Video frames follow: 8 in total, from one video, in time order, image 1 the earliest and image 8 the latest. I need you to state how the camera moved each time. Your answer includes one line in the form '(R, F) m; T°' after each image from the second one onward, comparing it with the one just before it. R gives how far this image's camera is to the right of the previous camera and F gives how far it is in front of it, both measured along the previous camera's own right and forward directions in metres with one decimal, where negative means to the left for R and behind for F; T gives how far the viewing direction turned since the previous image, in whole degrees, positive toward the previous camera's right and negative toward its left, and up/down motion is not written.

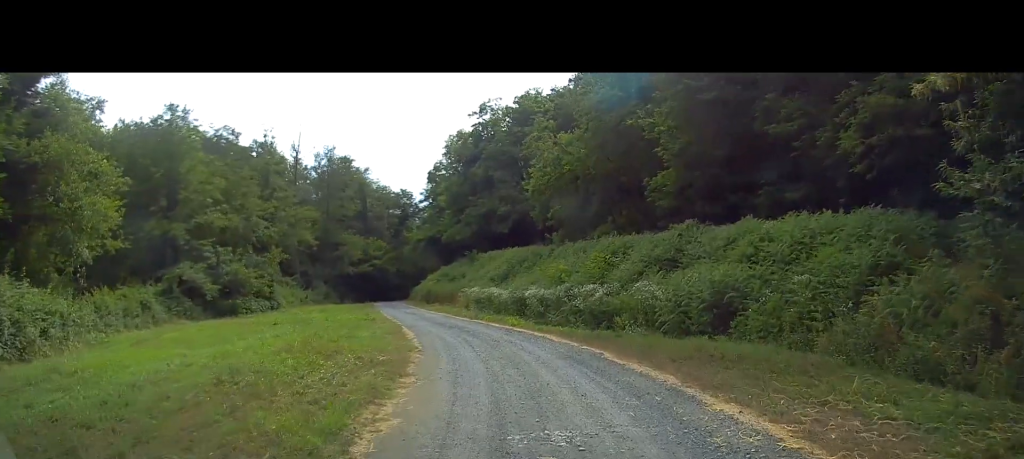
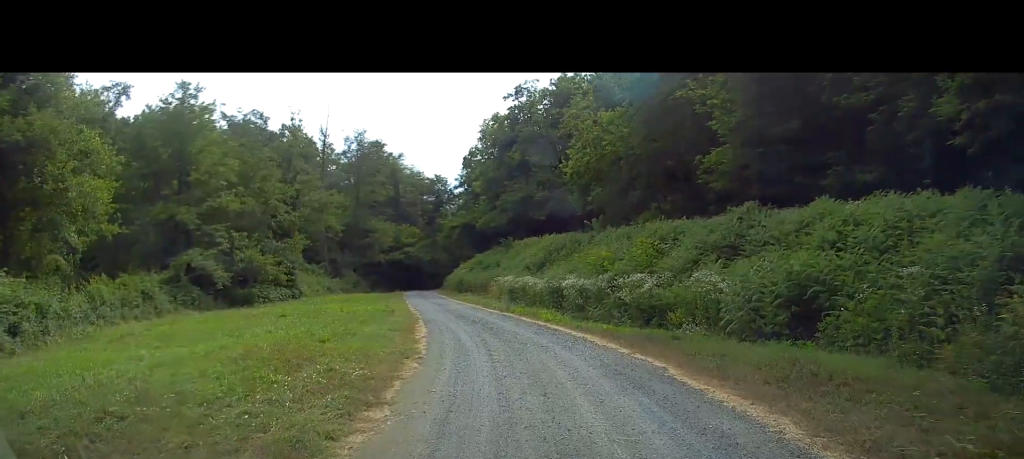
(0.0, +3.4) m; -2°
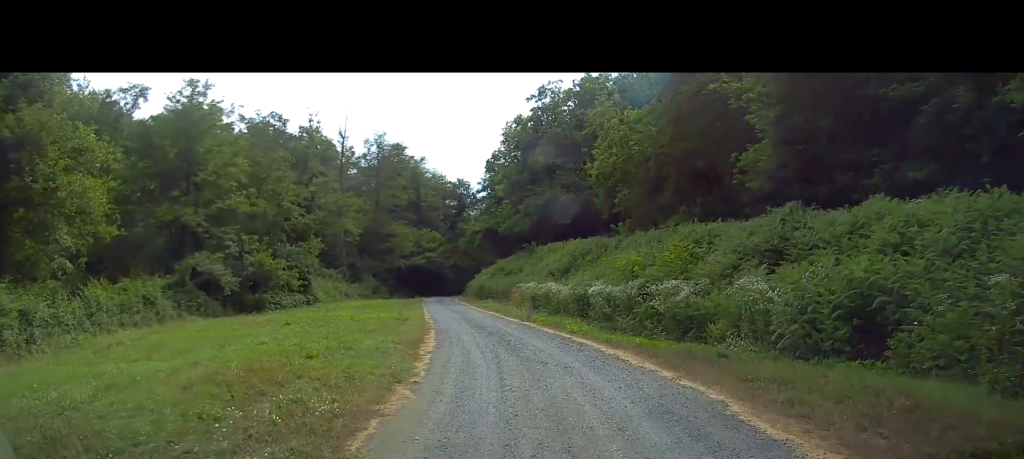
(+0.1, +2.1) m; -3°
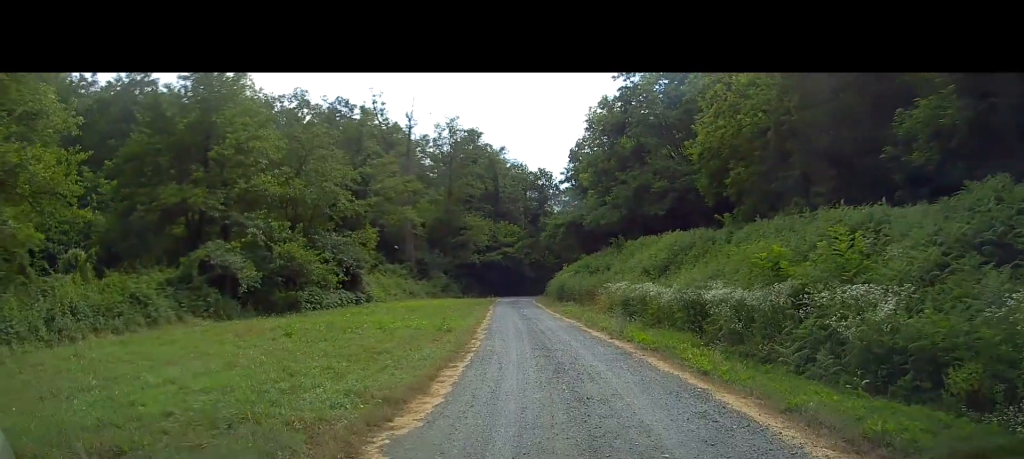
(-1.0, +7.9) m; -13°
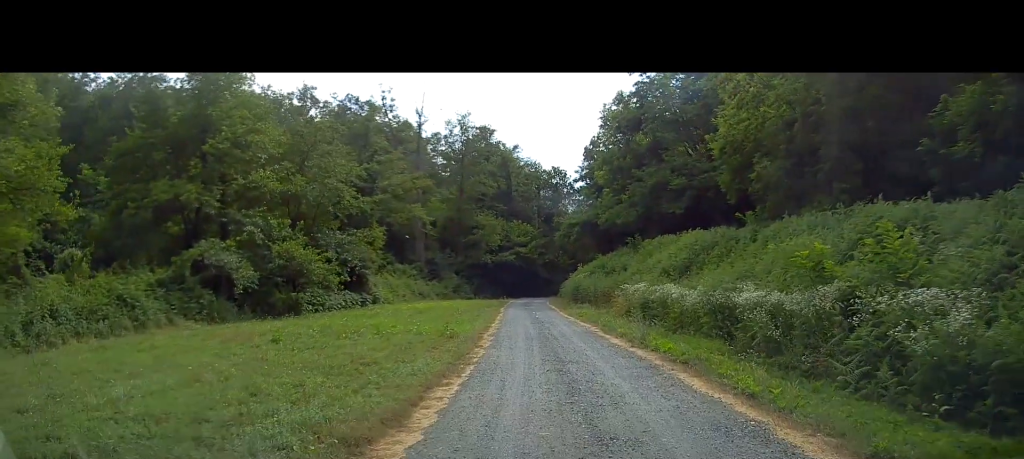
(0.0, +2.0) m; -3°
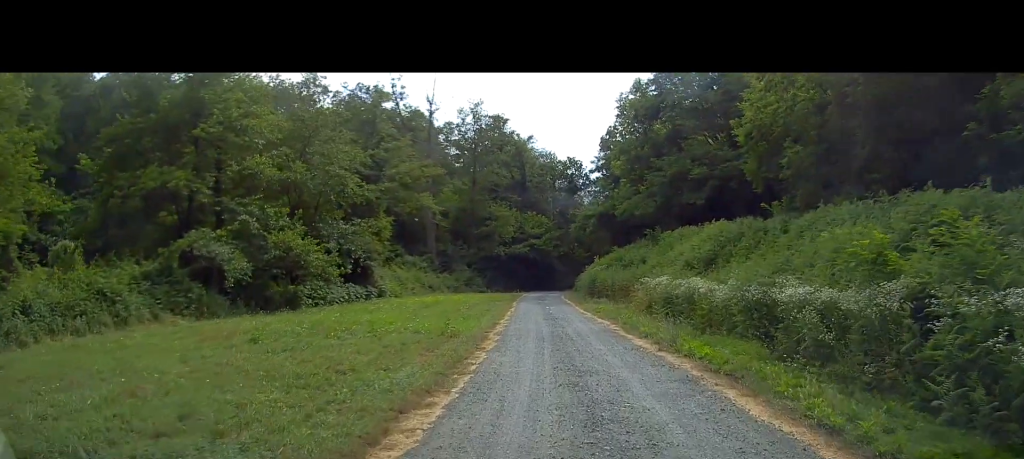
(-0.1, +2.4) m; -4°
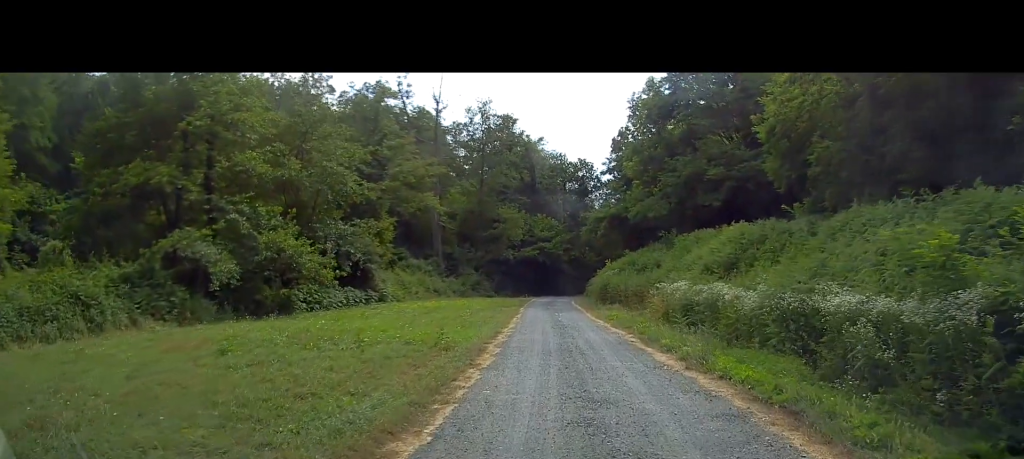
(0.0, +2.4) m; -3°
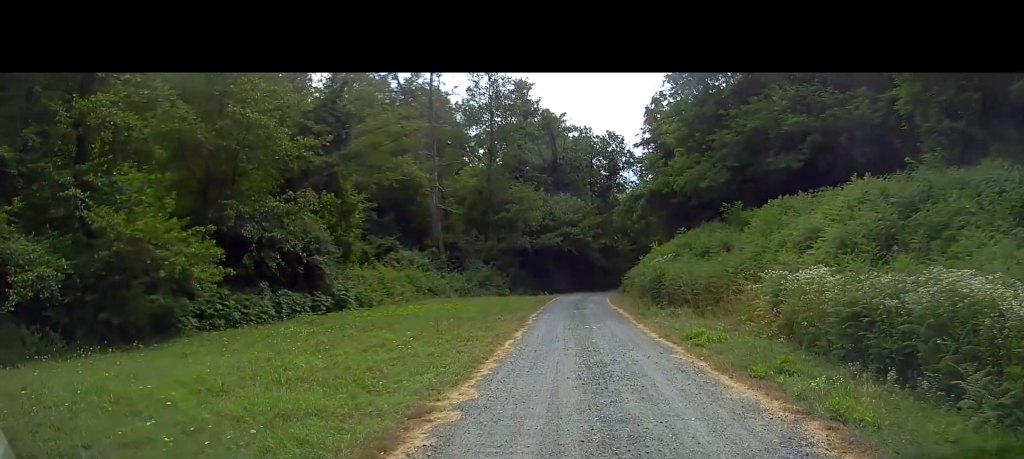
(-0.5, +12.1) m; +3°
